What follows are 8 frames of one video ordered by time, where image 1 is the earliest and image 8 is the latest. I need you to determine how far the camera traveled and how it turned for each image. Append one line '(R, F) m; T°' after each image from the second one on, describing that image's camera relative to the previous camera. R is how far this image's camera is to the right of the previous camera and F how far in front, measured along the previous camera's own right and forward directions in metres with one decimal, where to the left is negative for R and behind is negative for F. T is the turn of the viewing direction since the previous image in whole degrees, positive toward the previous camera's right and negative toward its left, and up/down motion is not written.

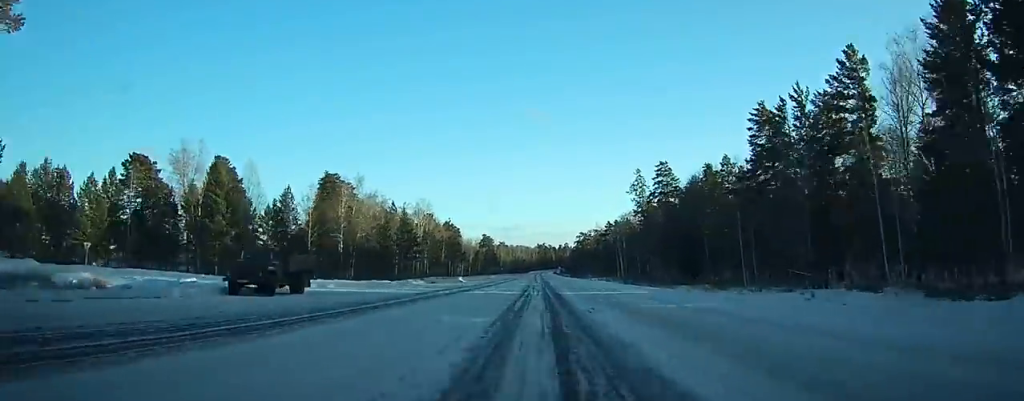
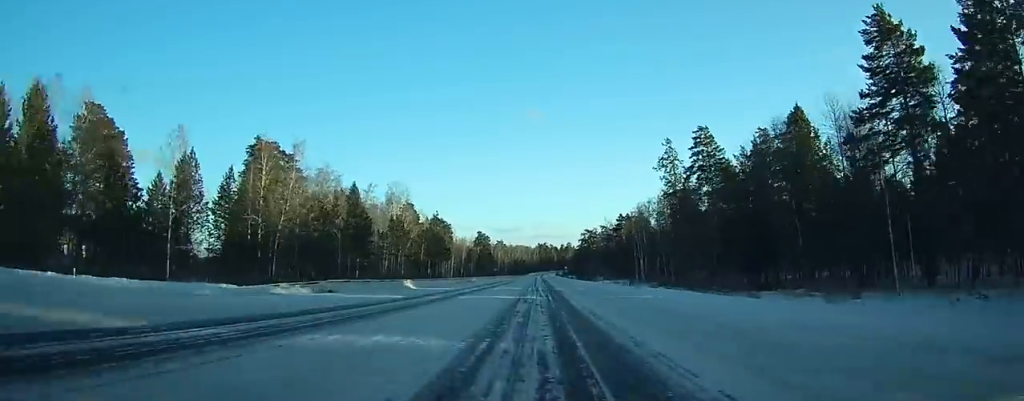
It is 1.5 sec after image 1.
(-0.1, +35.3) m; 0°
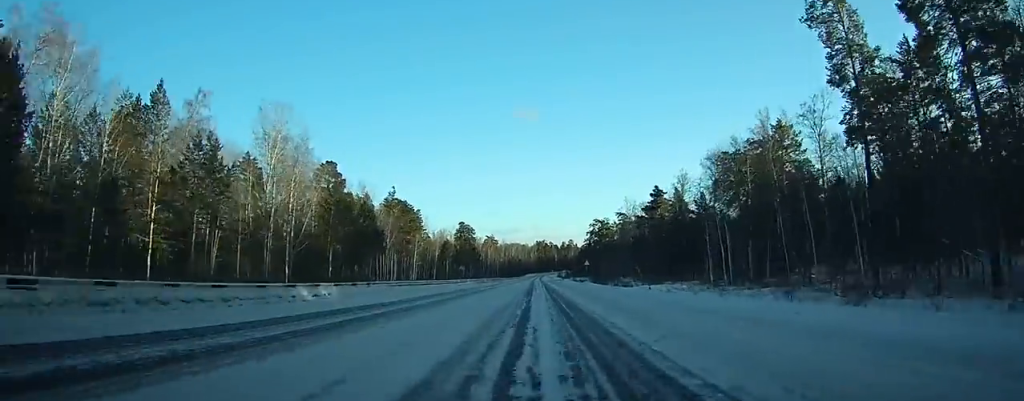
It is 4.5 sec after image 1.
(-0.1, +69.2) m; 0°
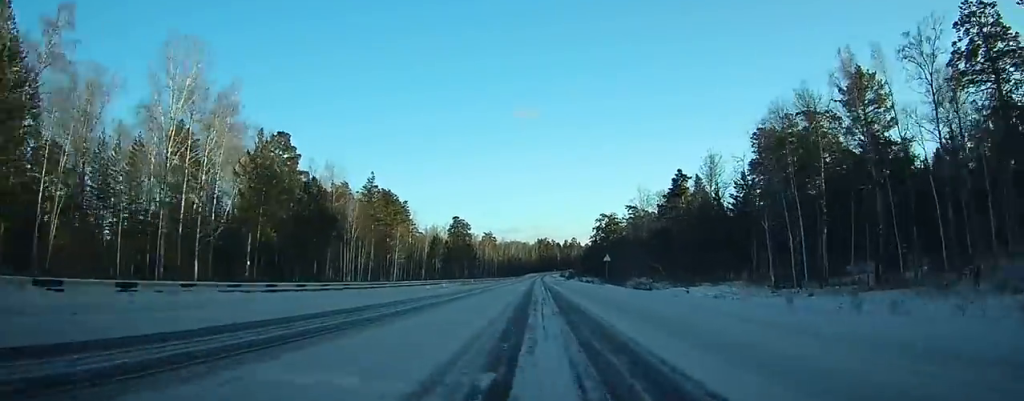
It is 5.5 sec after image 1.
(0.0, +23.3) m; 0°
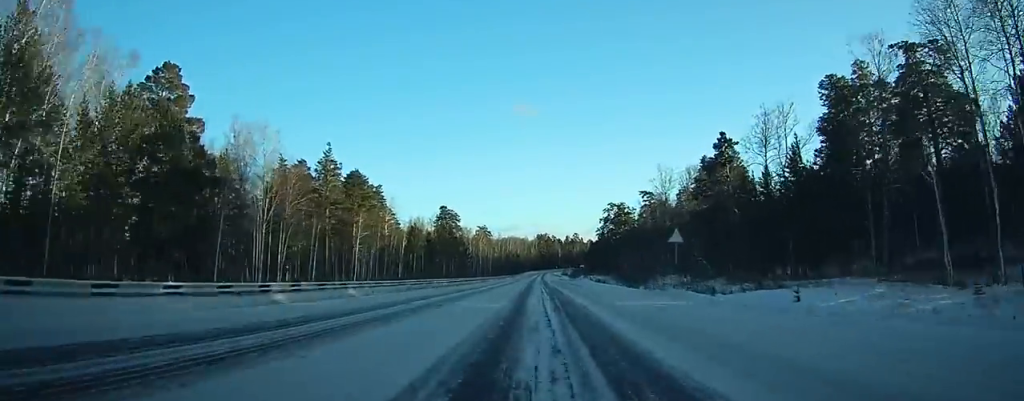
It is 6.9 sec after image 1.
(0.0, +31.0) m; 0°
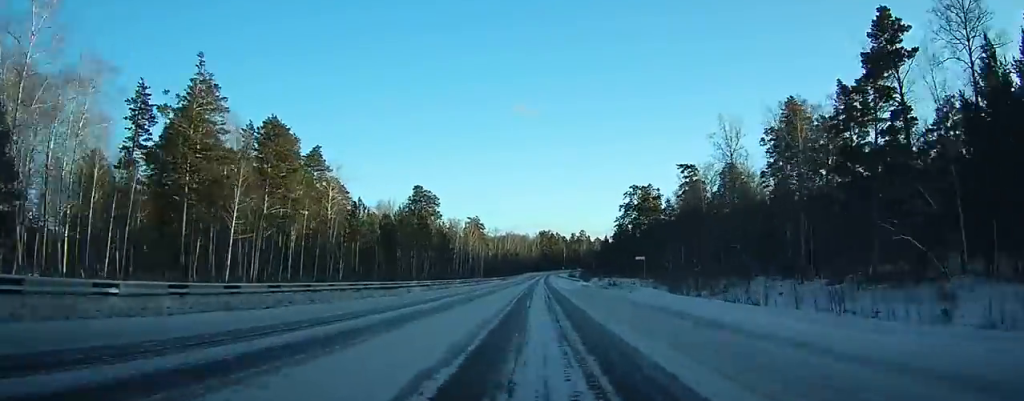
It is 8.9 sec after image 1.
(+0.2, +48.2) m; 0°
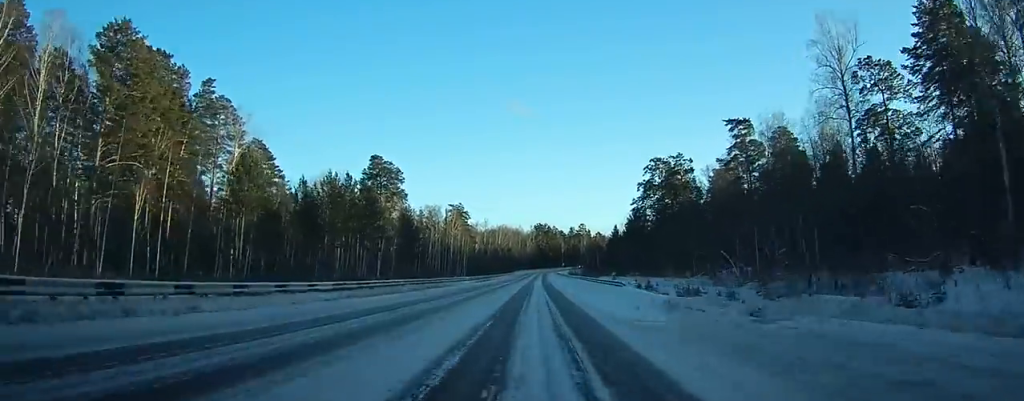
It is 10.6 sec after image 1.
(-0.2, +38.8) m; 0°
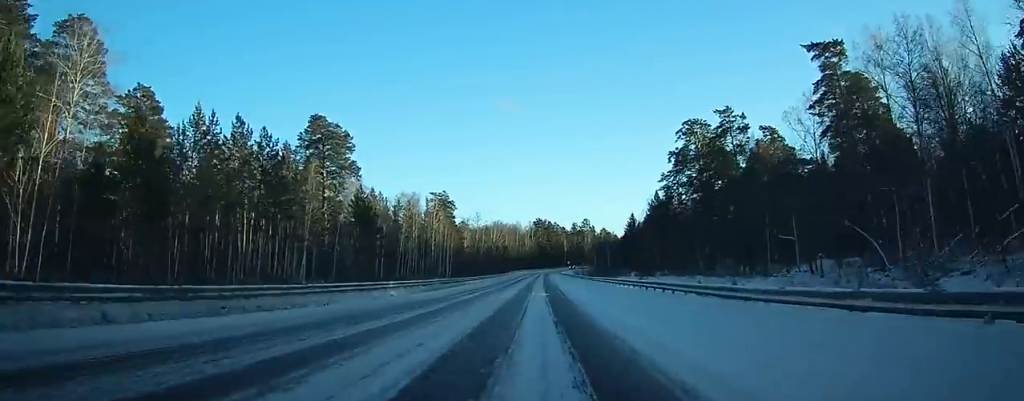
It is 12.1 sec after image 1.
(0.0, +33.8) m; 0°
